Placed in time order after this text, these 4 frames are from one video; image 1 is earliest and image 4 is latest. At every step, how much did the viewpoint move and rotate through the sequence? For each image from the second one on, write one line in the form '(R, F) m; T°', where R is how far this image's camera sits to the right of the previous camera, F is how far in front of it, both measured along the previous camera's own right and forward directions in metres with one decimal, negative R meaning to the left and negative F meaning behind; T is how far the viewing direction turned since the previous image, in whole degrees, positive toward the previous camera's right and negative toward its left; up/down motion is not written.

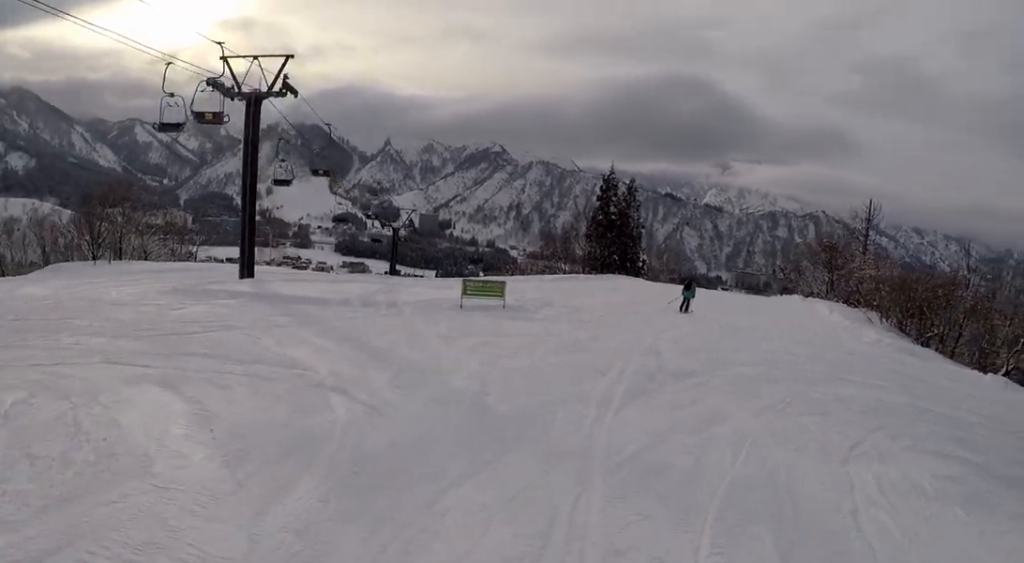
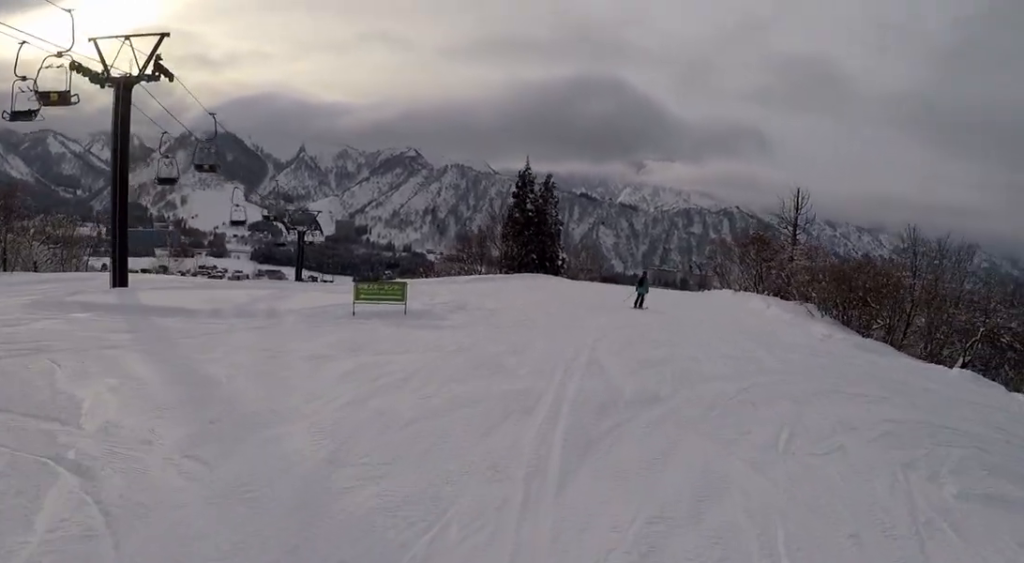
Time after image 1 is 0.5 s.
(0.0, +3.6) m; +5°
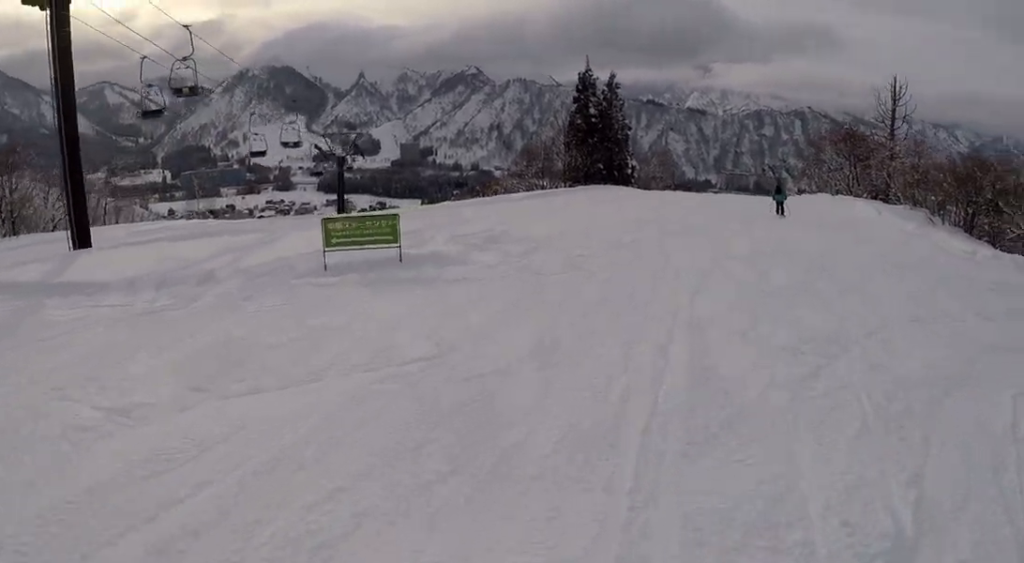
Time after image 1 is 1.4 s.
(+0.3, +6.0) m; +7°
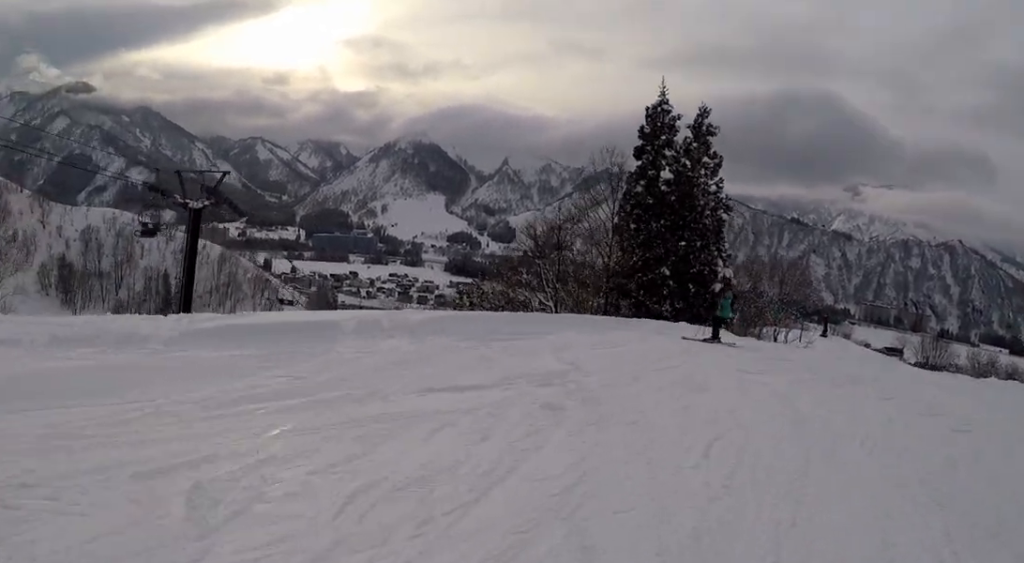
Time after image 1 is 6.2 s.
(-0.6, +27.1) m; -13°
